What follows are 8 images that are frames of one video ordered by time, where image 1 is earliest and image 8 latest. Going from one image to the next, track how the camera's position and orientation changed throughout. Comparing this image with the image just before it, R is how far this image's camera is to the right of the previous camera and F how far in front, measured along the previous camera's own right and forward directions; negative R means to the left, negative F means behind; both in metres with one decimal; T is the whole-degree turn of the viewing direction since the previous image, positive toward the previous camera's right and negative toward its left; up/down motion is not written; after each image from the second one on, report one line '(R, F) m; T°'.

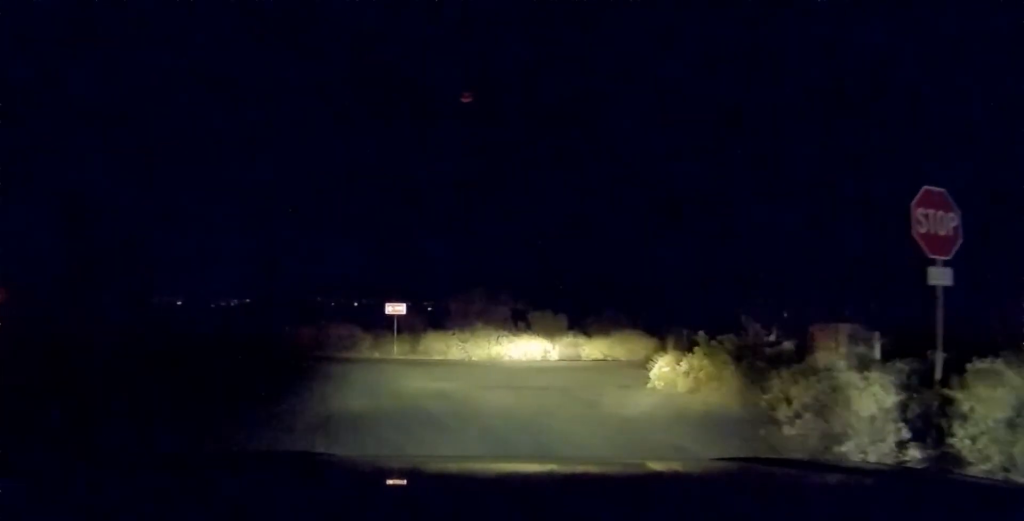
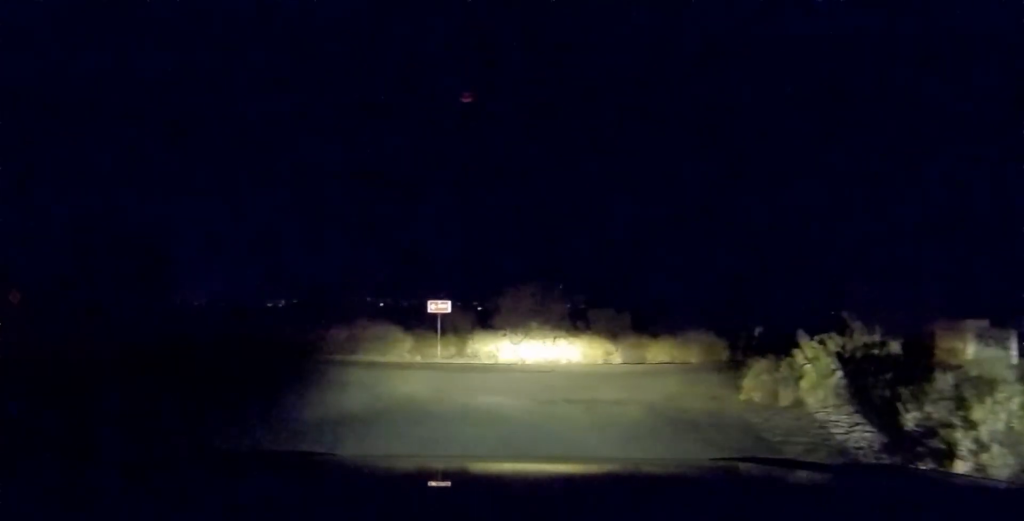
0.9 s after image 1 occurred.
(-0.2, +3.2) m; +2°
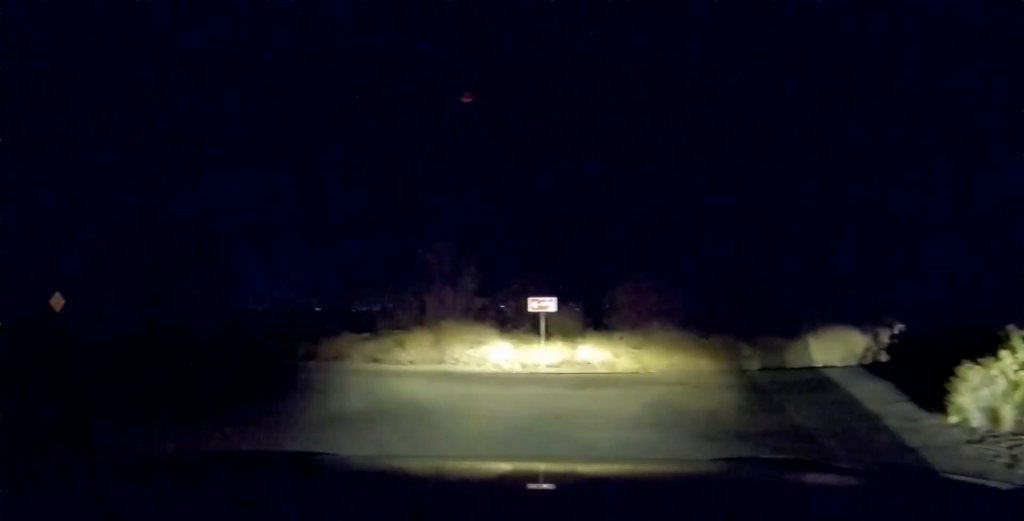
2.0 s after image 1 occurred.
(+0.2, +2.5) m; -5°
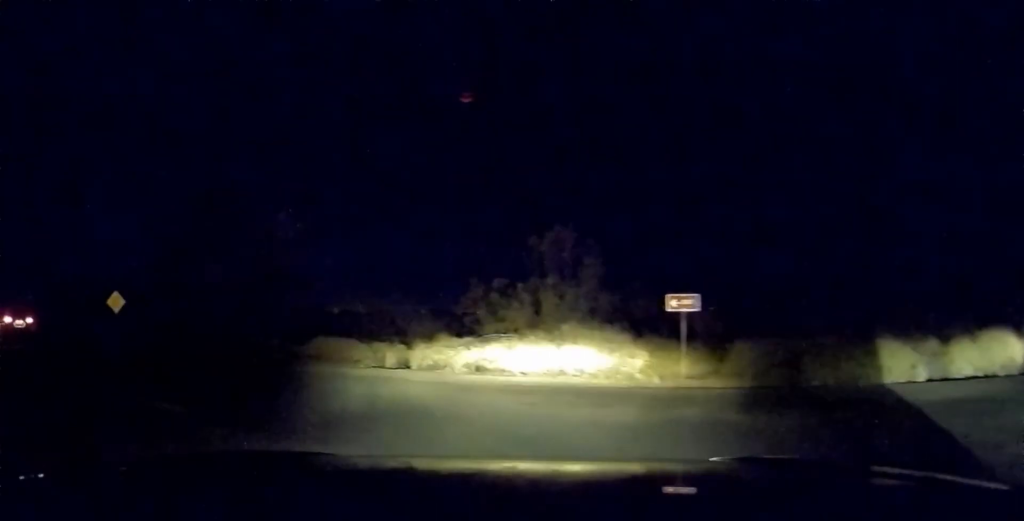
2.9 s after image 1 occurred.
(-0.3, +1.9) m; -18°
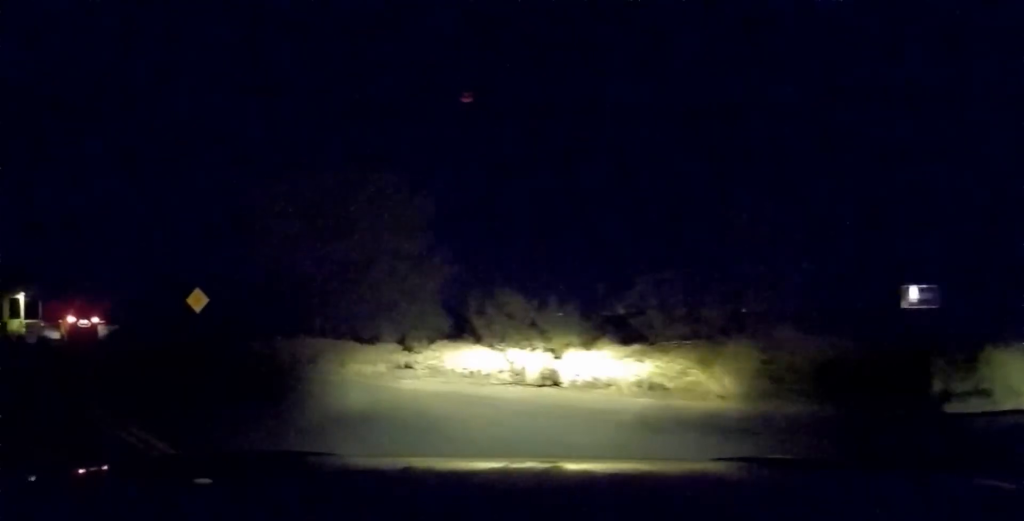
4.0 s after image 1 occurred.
(-0.6, +2.7) m; -22°
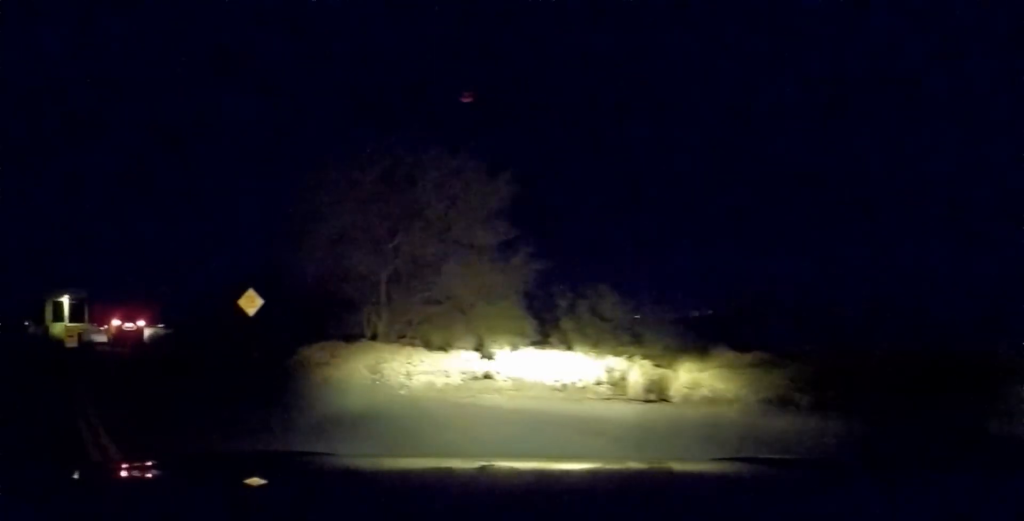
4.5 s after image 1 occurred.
(-0.1, +1.4) m; -5°
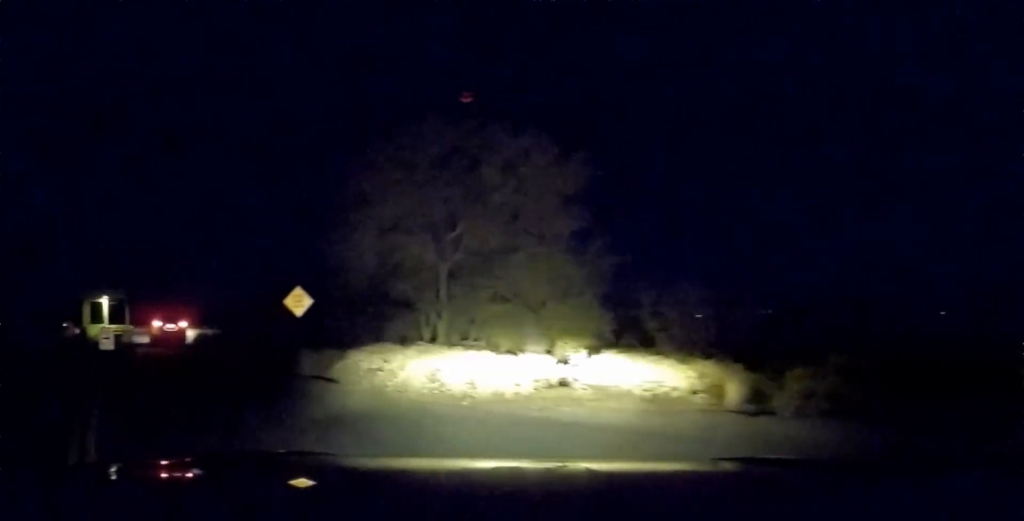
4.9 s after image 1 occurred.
(-0.2, +1.1) m; 0°
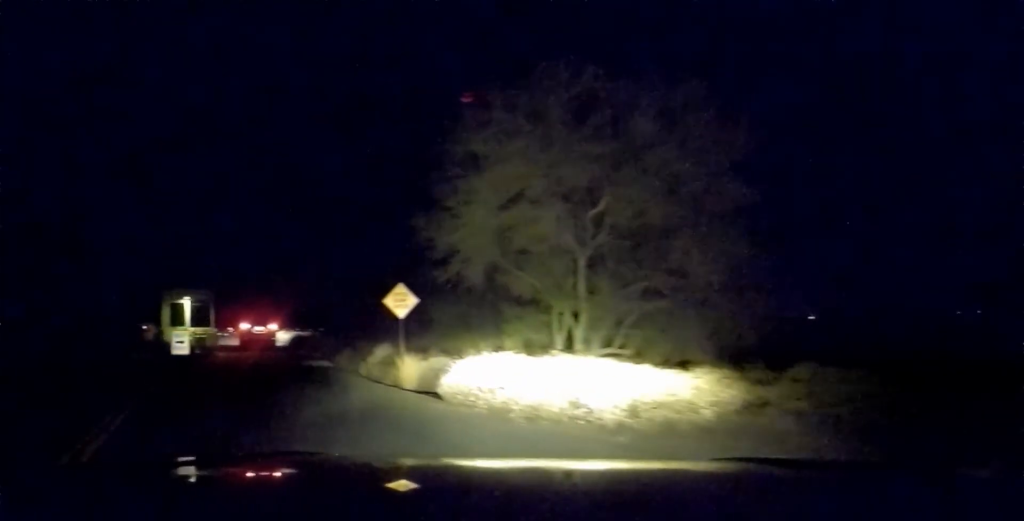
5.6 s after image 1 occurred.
(0.0, +2.0) m; -3°
